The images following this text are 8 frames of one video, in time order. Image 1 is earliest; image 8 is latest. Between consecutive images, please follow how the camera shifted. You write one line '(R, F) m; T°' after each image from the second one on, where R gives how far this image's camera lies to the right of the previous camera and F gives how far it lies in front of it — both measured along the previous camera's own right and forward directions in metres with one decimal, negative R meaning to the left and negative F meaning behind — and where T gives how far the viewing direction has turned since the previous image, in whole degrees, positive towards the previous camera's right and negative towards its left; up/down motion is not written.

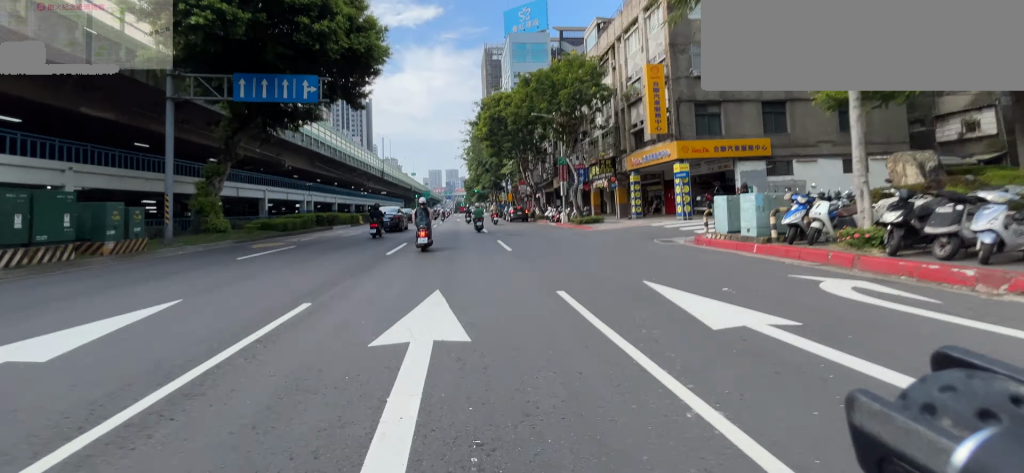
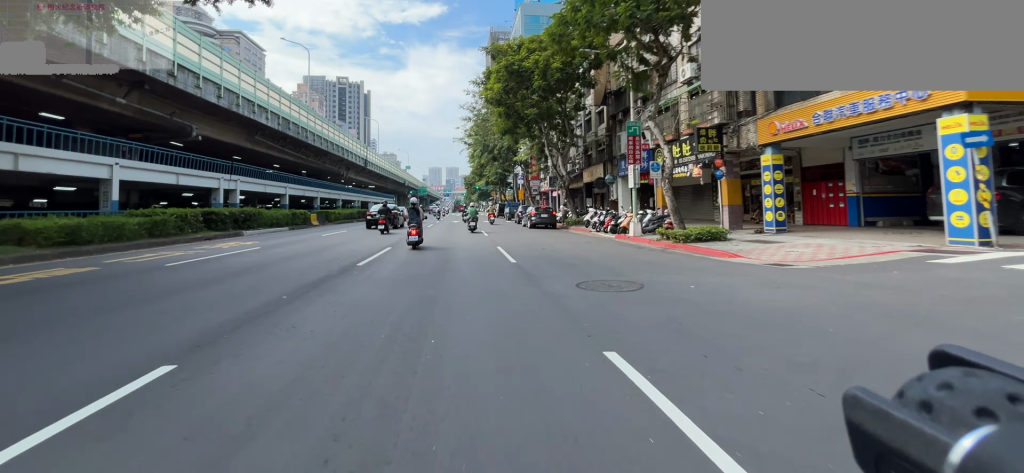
(0.0, +15.9) m; 0°
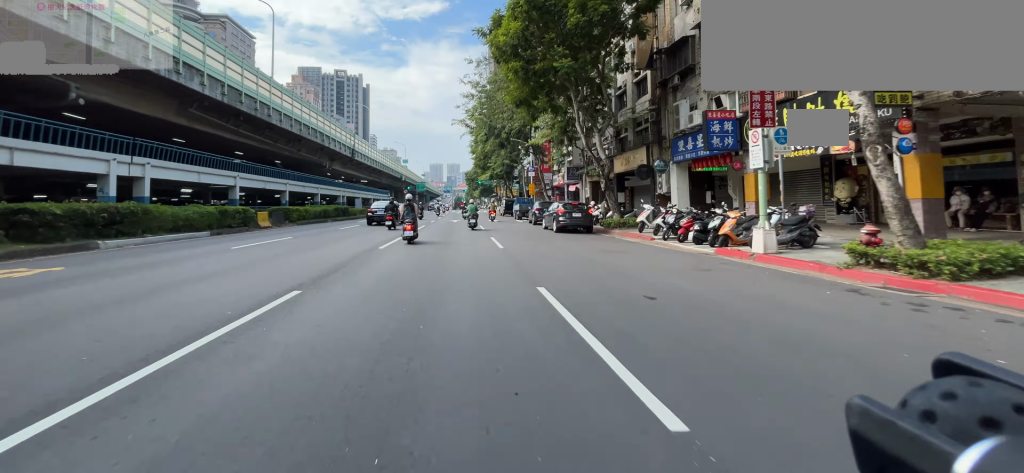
(0.0, +9.0) m; 0°
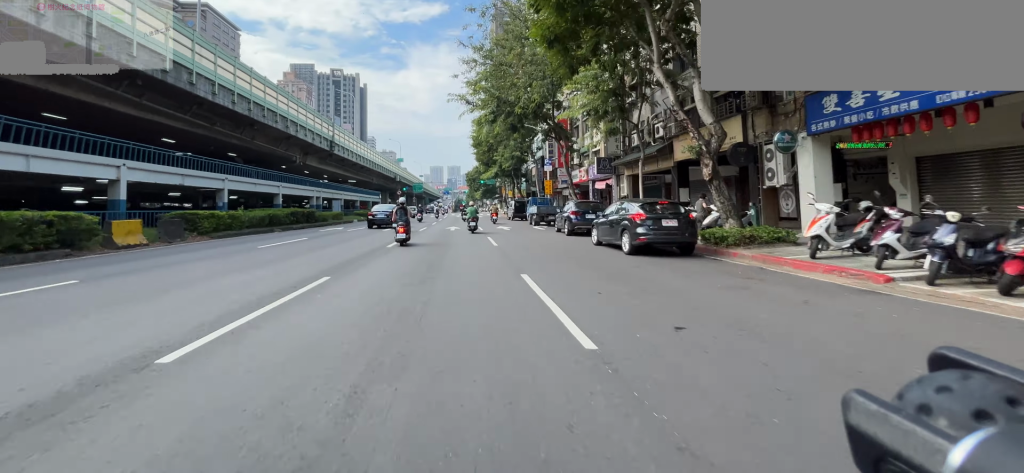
(0.0, +9.8) m; 0°
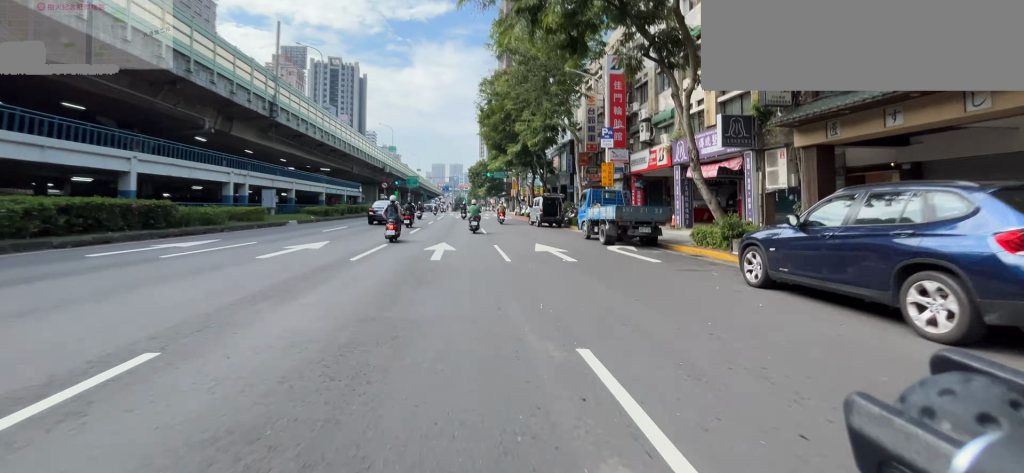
(0.0, +15.2) m; 0°
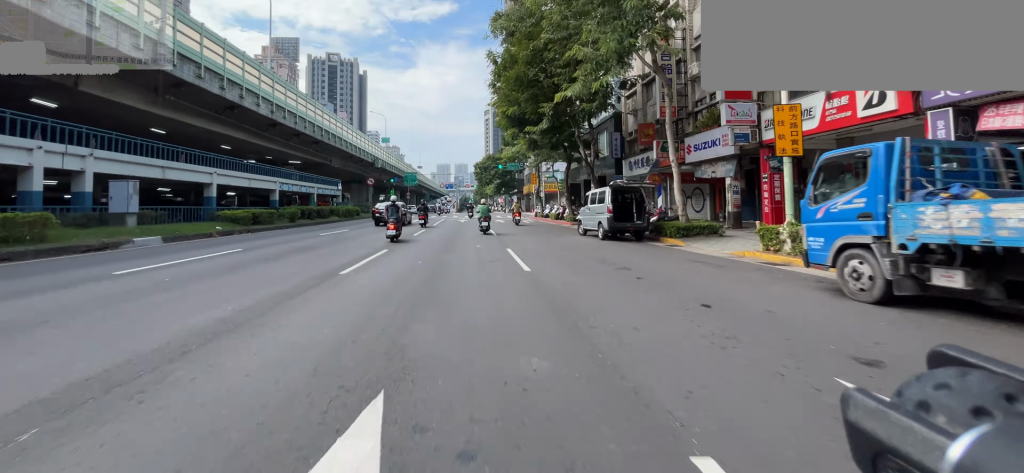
(0.0, +11.5) m; 0°
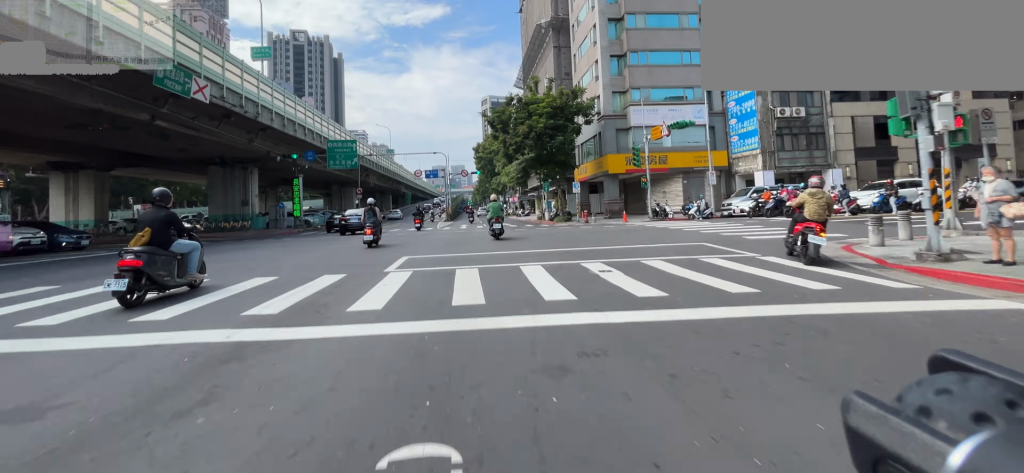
(+0.8, +36.7) m; +2°
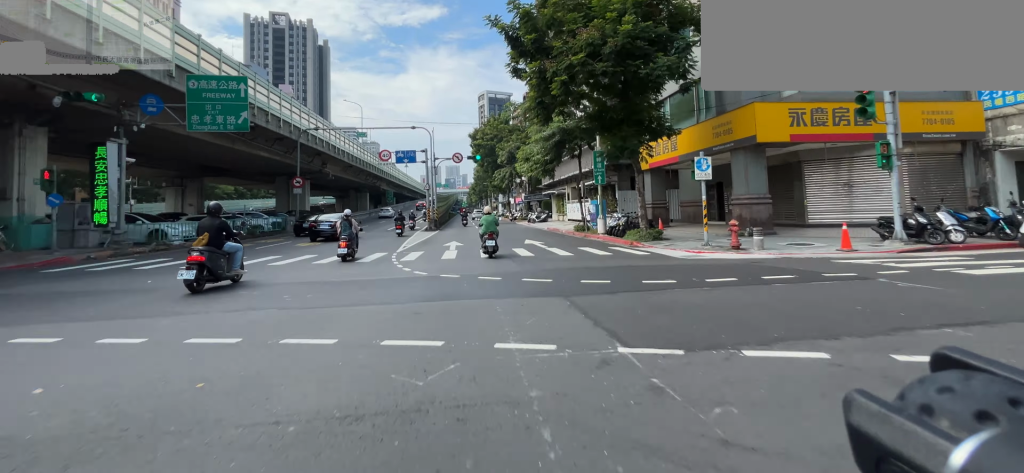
(0.0, +17.6) m; 0°
